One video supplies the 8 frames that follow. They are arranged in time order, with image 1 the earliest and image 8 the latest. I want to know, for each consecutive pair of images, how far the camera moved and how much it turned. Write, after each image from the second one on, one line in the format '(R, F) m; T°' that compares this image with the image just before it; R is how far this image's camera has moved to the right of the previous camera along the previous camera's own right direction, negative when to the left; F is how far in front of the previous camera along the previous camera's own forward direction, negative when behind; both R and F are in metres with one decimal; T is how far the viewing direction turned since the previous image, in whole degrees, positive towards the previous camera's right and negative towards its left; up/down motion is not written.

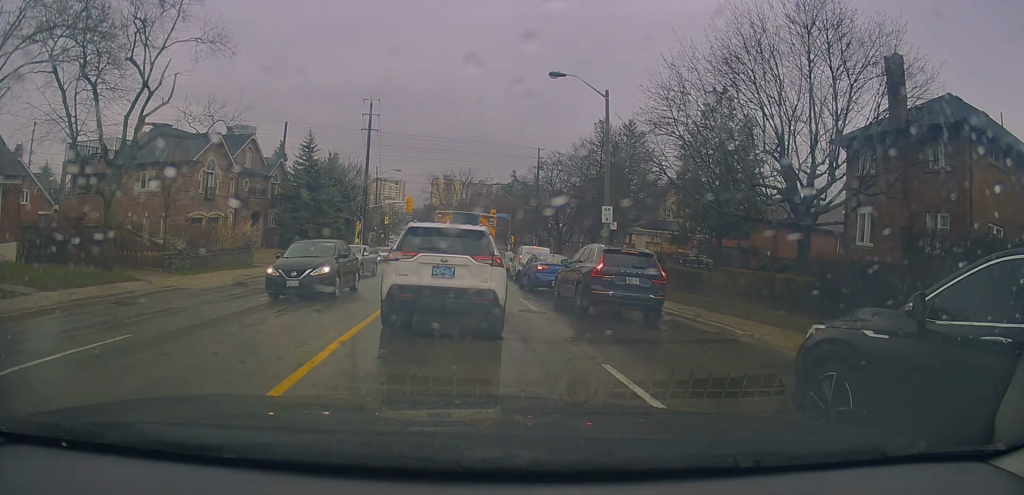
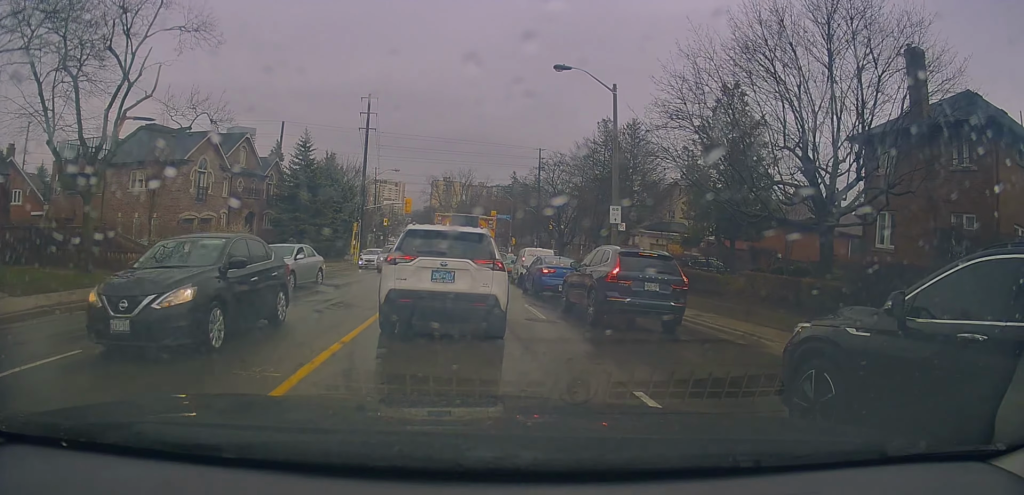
(+0.1, +1.5) m; +3°
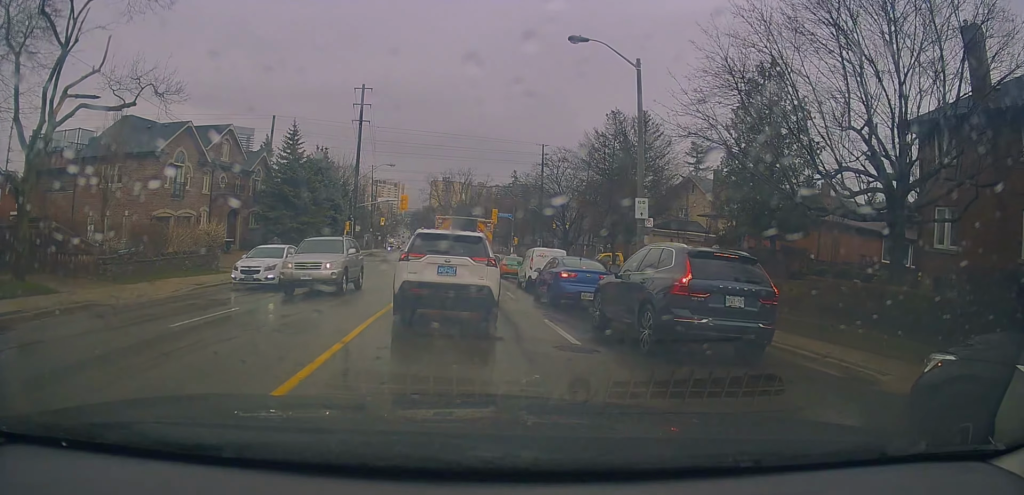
(0.0, +3.5) m; -5°
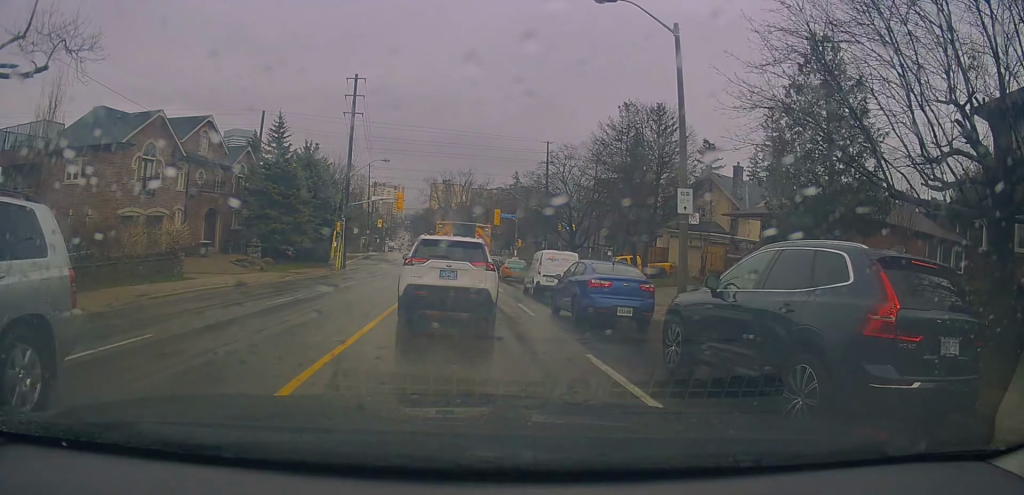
(-0.2, +3.3) m; -1°
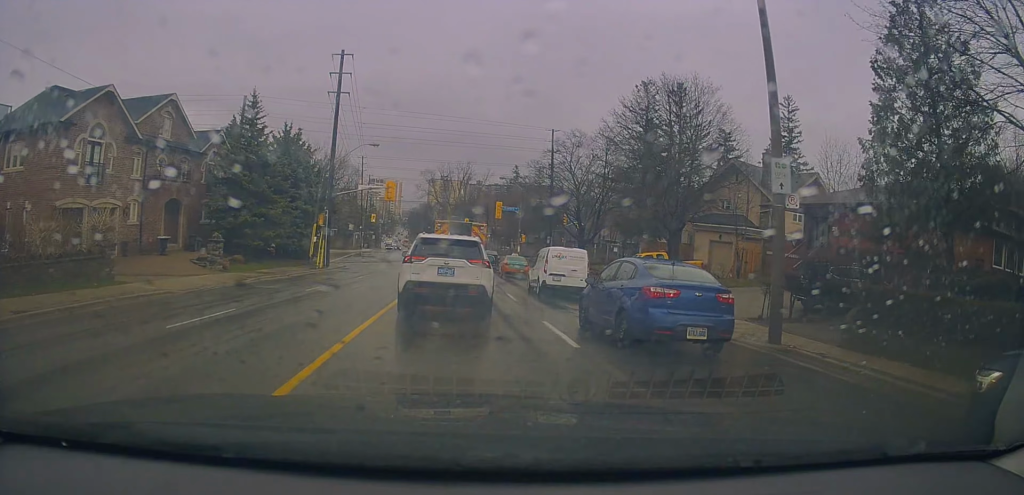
(+0.1, +4.8) m; +3°
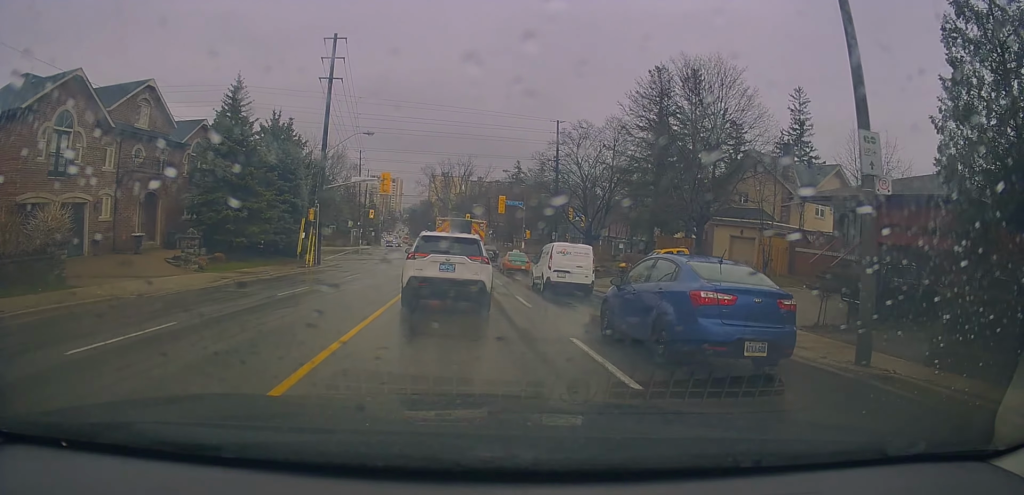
(+0.1, +3.3) m; 0°
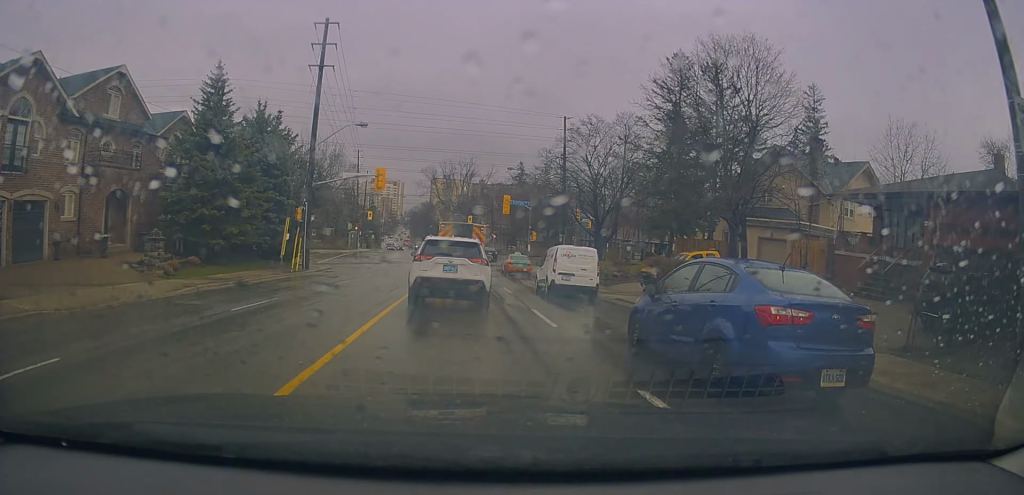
(0.0, +3.8) m; 0°
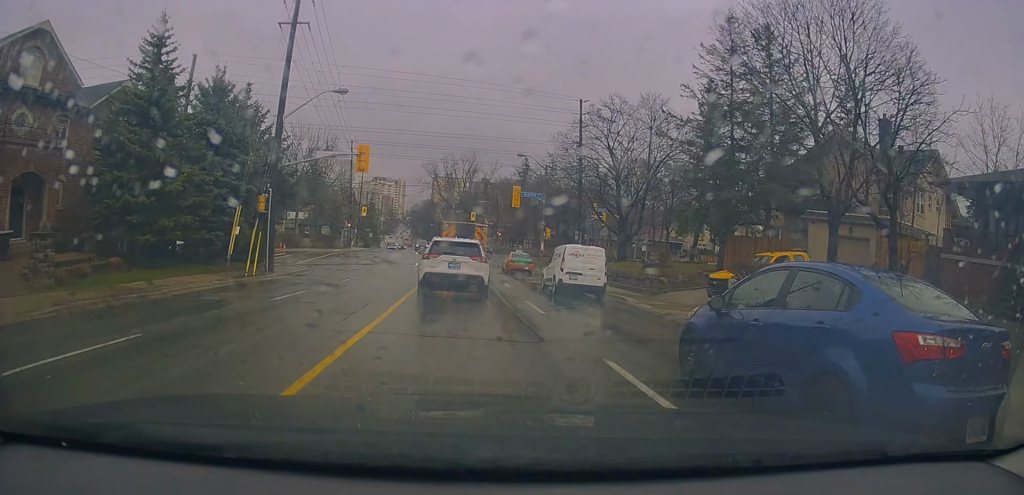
(-0.1, +9.1) m; -1°
